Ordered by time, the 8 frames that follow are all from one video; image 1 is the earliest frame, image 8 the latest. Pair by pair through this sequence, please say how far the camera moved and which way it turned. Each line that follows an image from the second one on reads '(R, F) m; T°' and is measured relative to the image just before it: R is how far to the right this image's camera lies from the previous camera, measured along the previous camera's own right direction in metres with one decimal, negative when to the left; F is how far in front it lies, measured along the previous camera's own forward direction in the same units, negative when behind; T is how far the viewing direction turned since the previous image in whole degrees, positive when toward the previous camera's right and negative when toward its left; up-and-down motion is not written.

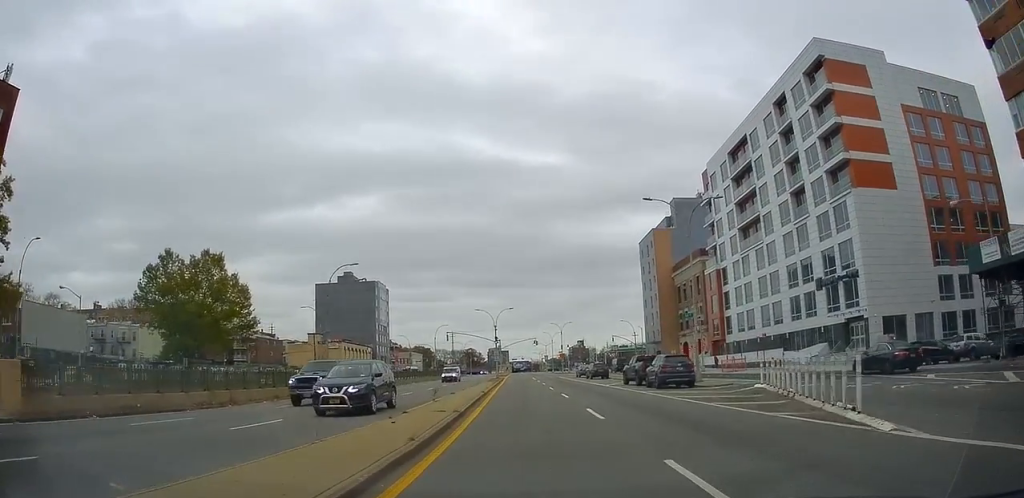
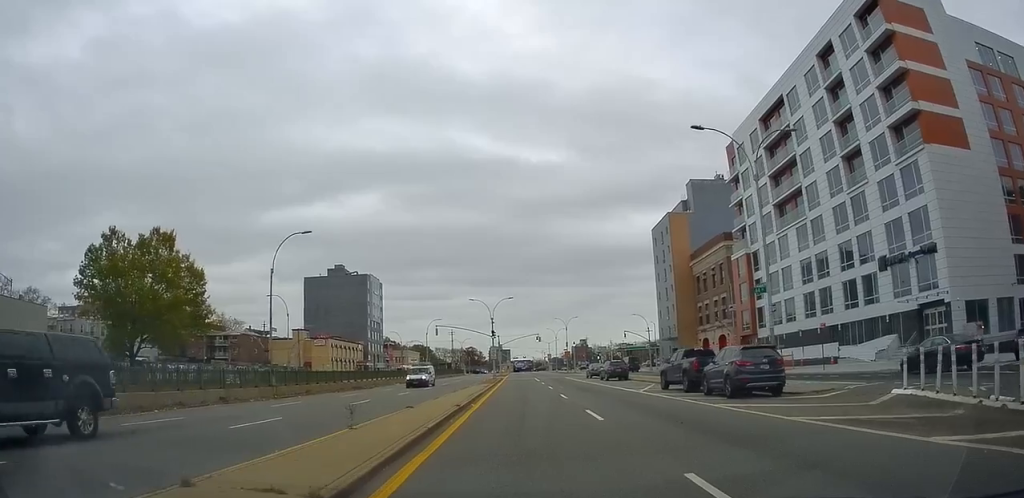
(+0.2, +10.8) m; +4°
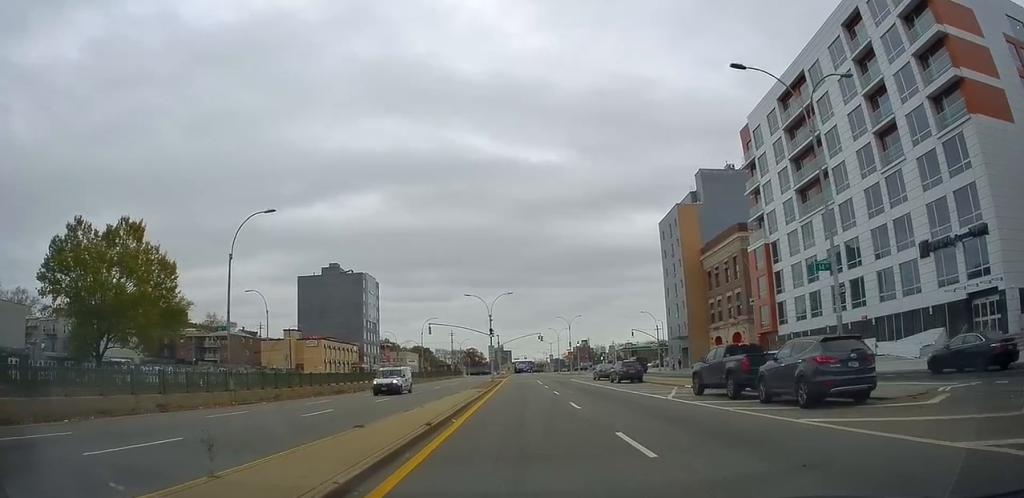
(+0.2, +5.5) m; 0°
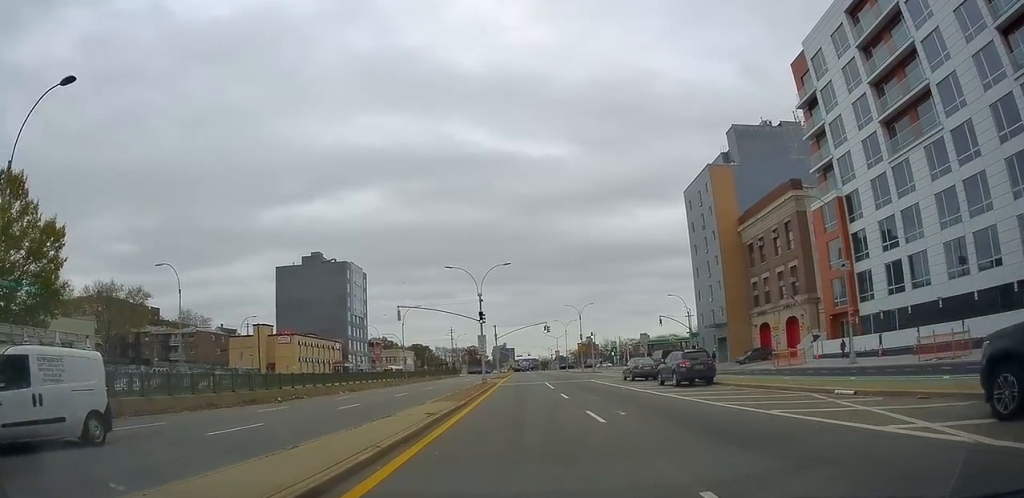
(0.0, +15.9) m; -3°
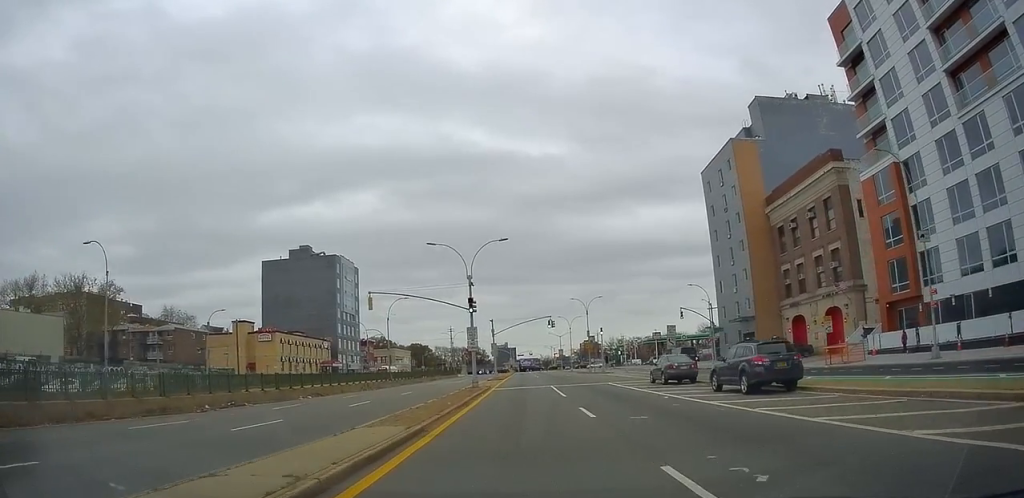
(-0.3, +8.6) m; -1°
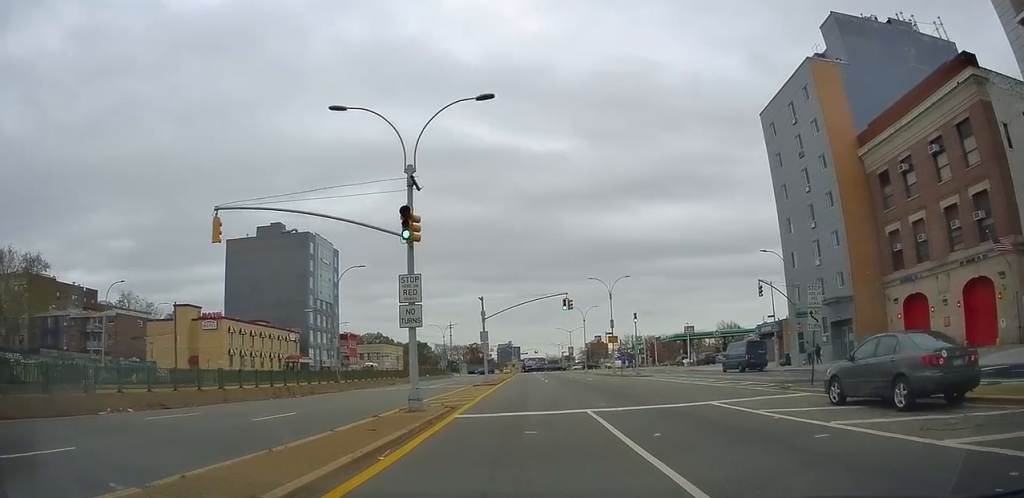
(+0.2, +19.2) m; 0°
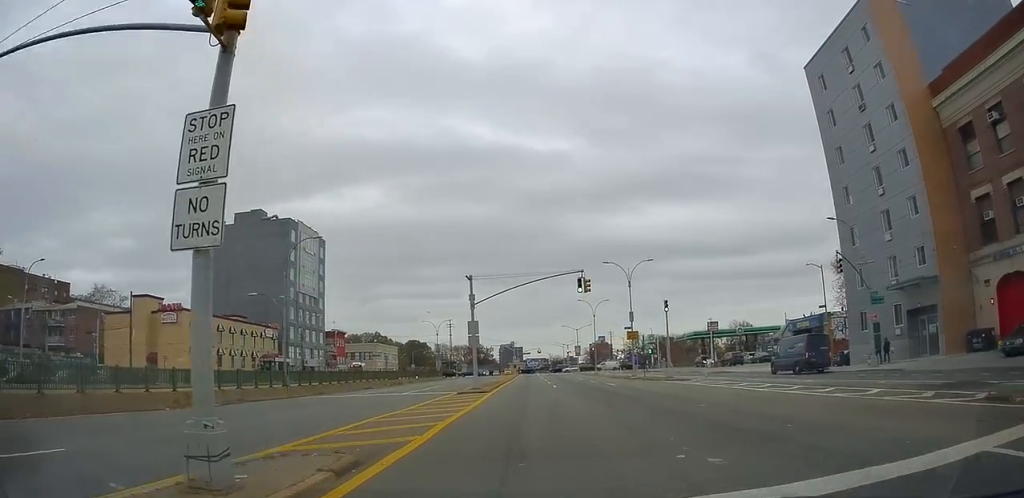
(-0.4, +10.4) m; 0°
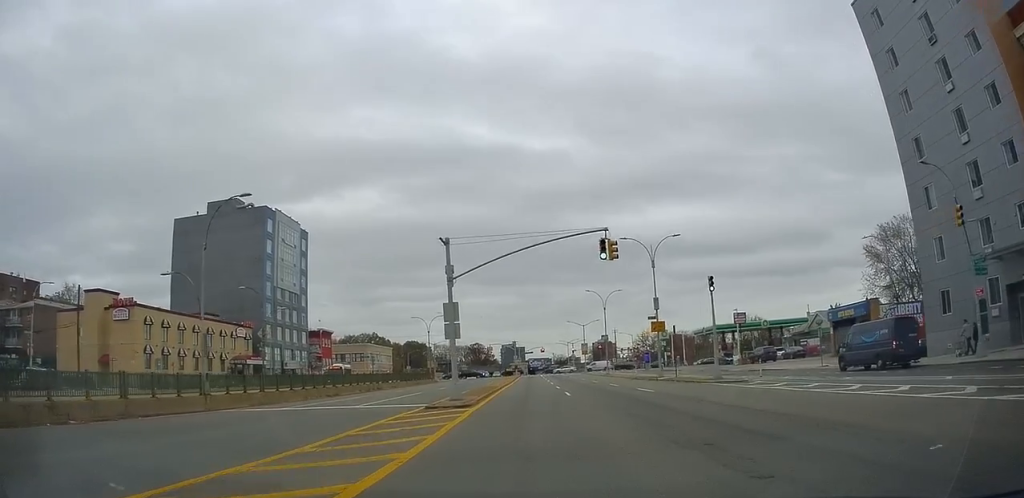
(+0.2, +9.7) m; 0°
